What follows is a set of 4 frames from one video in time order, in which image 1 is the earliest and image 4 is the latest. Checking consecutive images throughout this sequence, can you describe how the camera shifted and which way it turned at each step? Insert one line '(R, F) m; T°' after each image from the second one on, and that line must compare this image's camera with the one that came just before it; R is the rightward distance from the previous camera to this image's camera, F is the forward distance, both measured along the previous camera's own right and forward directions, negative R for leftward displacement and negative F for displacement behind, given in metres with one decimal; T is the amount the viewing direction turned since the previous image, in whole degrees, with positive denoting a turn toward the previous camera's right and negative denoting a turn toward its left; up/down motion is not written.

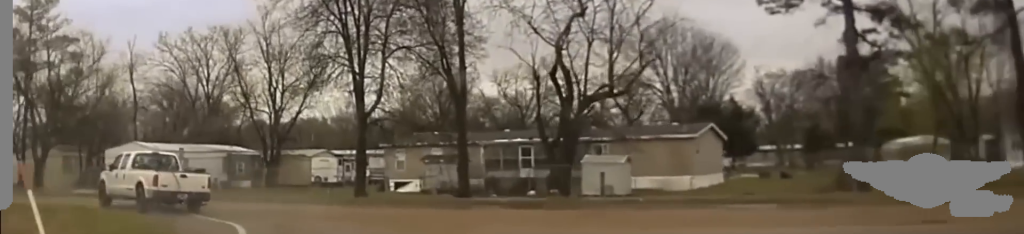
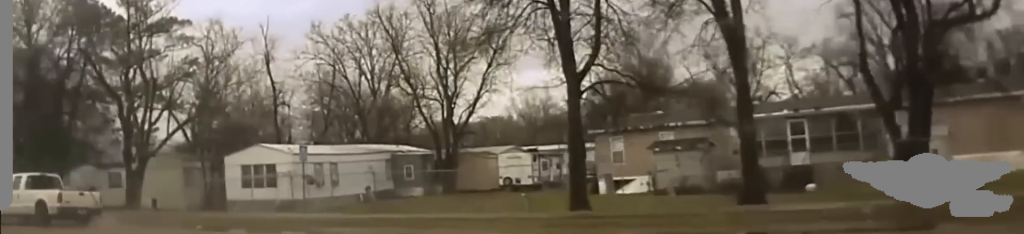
(-0.1, +16.2) m; -14°
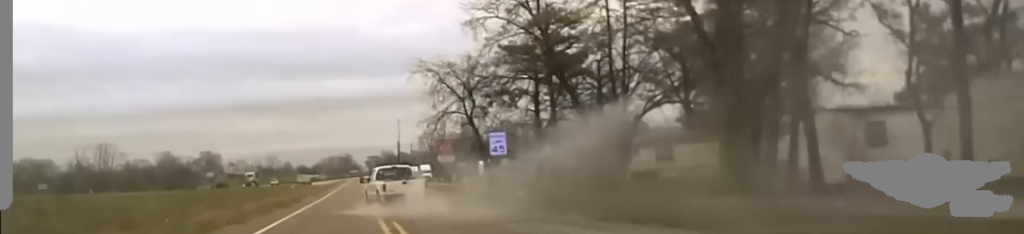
(-12.3, +30.8) m; -31°
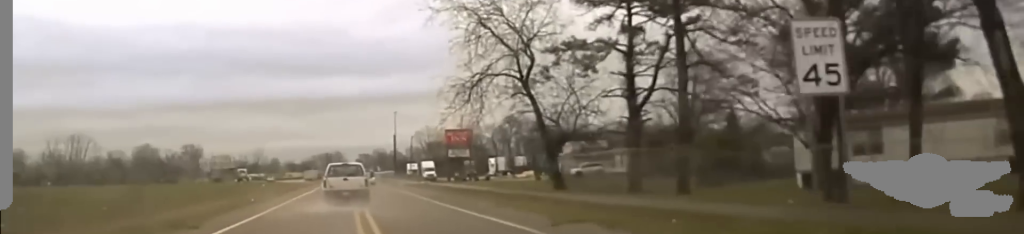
(-2.4, +34.1) m; -5°
